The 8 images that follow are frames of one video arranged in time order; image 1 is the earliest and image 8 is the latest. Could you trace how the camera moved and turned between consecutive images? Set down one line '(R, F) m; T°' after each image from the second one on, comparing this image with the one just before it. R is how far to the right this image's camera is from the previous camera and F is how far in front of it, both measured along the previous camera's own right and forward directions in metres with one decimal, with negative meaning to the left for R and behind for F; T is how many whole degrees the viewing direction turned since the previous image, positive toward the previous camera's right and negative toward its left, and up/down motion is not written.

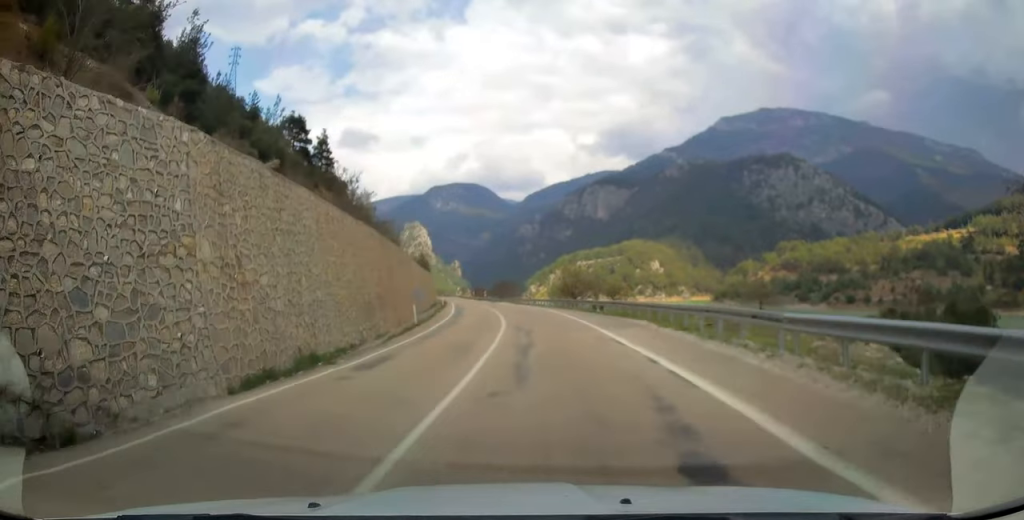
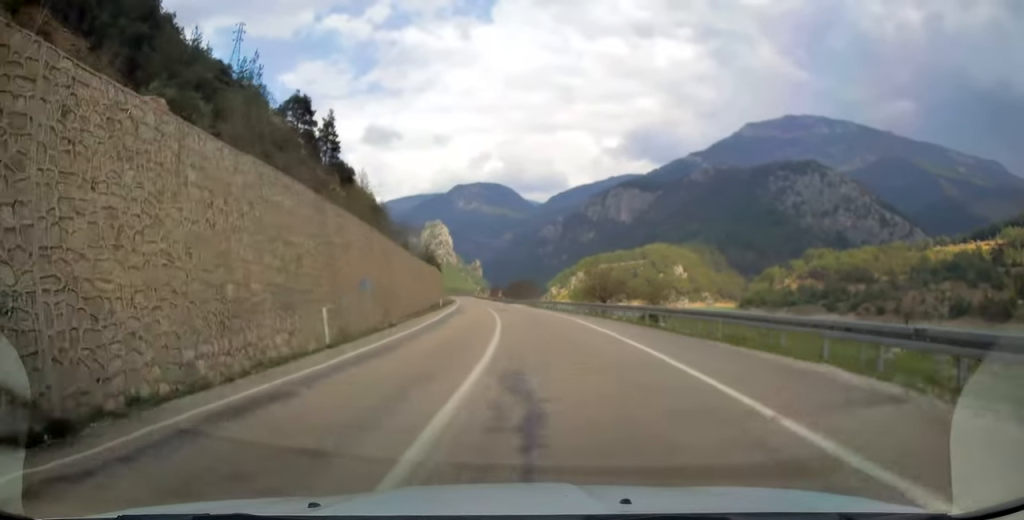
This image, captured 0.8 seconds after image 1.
(+0.1, +15.6) m; -1°
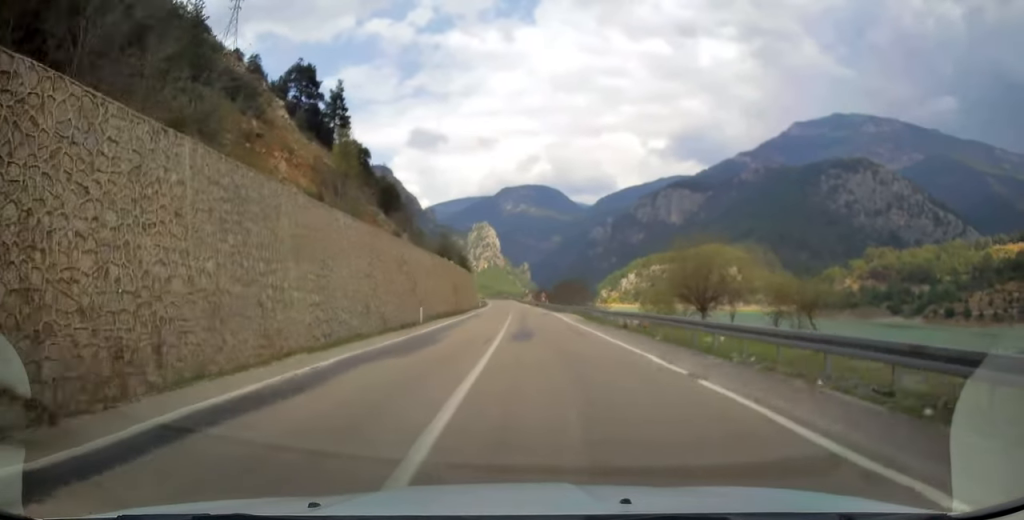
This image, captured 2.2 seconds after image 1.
(-1.1, +29.2) m; -4°
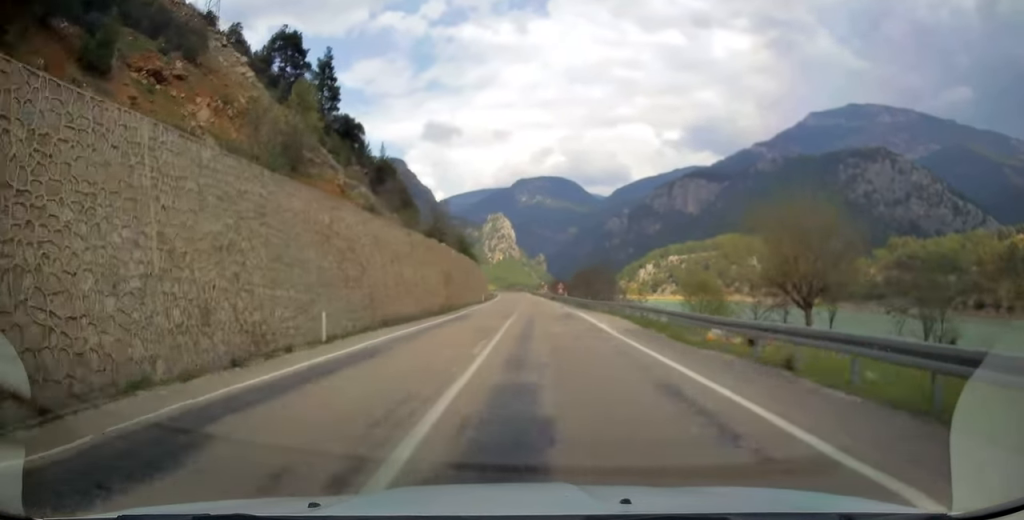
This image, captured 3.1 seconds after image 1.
(-0.1, +17.4) m; -2°
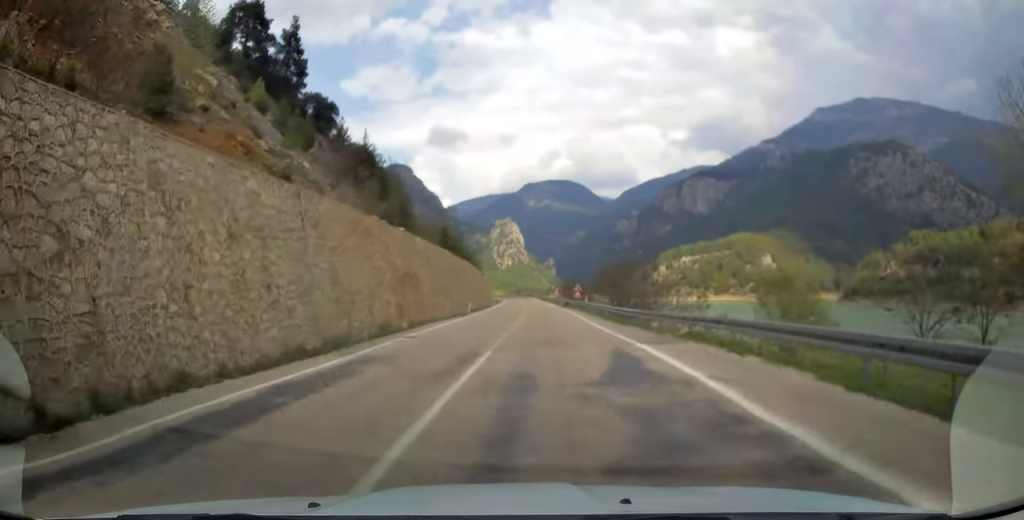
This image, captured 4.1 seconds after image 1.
(-0.6, +21.0) m; -2°
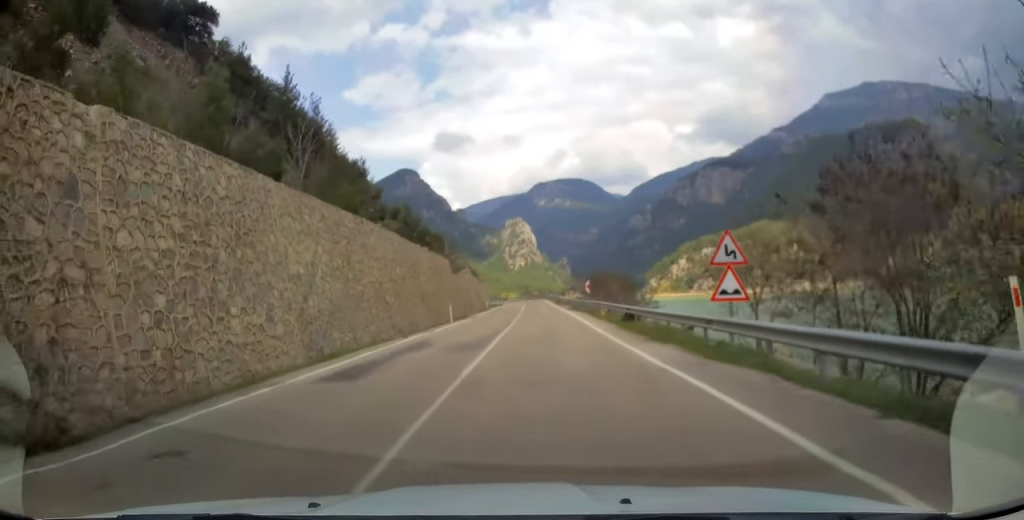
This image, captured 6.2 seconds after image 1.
(-0.2, +46.8) m; -1°
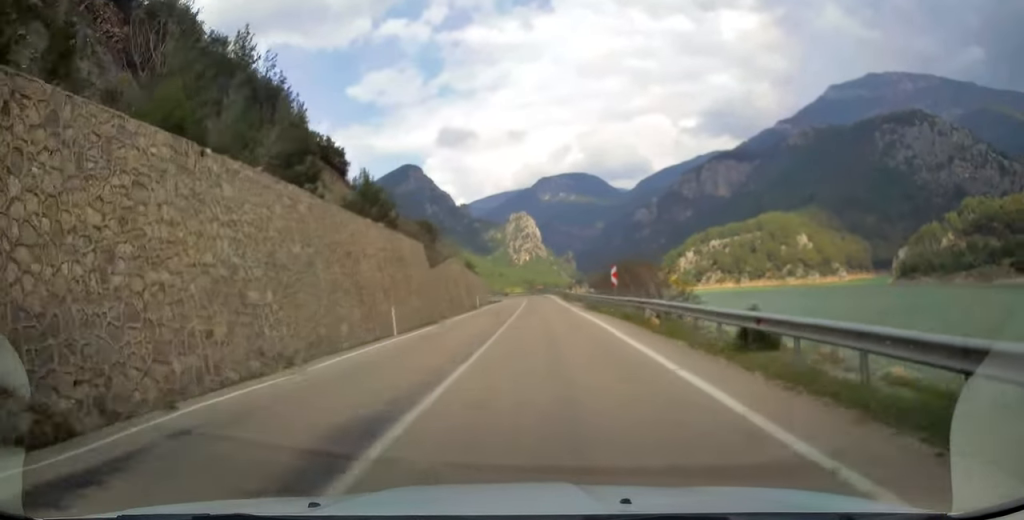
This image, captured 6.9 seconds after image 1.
(+0.1, +15.4) m; 0°
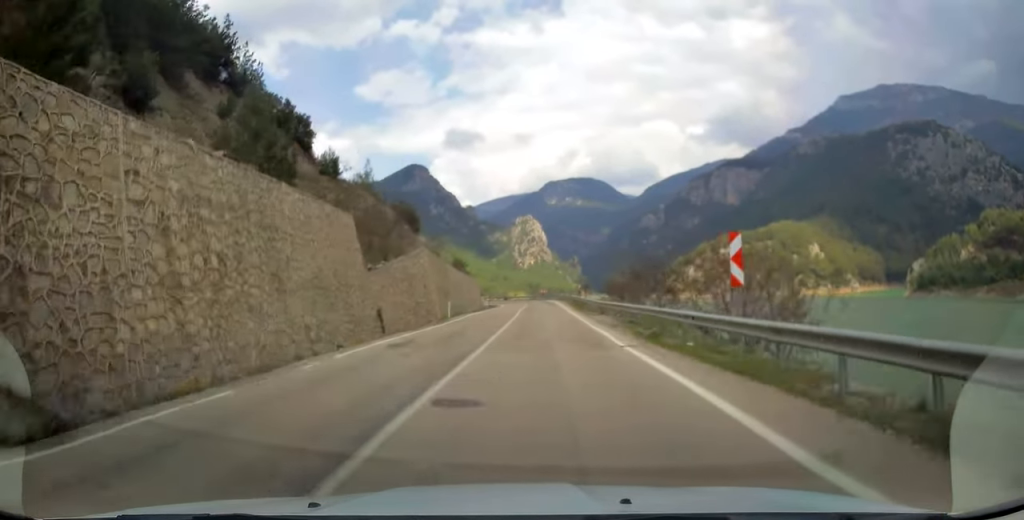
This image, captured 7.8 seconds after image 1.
(-0.2, +19.8) m; -1°
